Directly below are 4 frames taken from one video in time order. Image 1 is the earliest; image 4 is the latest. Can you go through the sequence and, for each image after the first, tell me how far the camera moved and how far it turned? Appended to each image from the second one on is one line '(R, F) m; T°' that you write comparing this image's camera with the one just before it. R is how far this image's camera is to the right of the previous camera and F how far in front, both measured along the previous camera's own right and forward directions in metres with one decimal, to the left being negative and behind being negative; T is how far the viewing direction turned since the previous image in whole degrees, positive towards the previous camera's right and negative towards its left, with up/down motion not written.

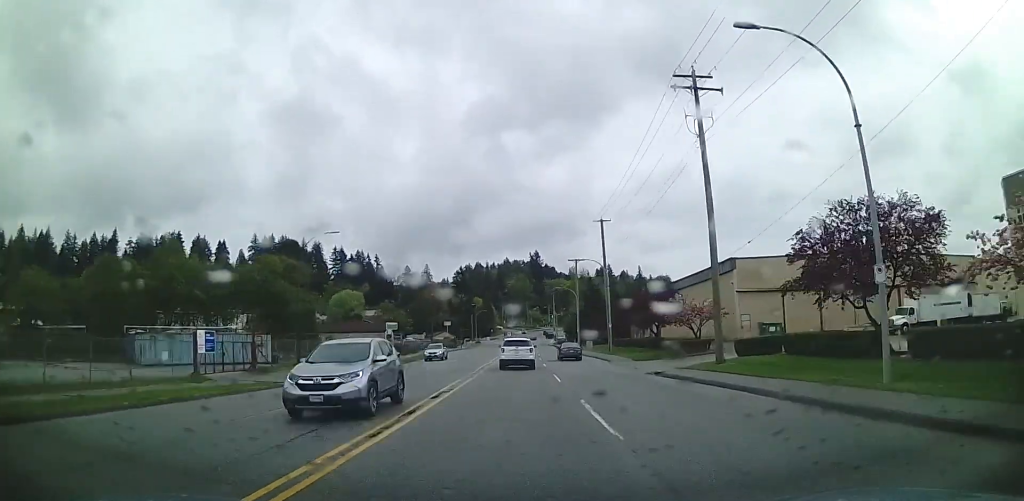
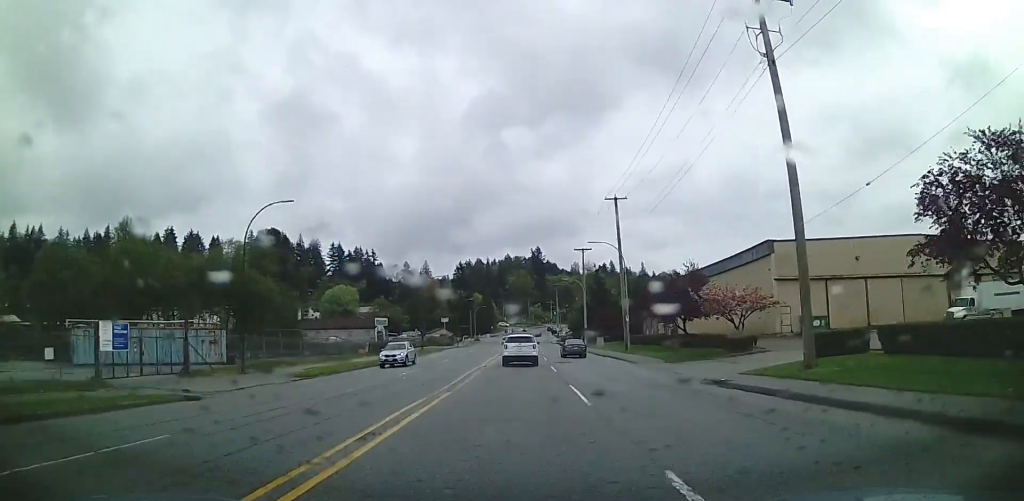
(0.0, +8.8) m; 0°
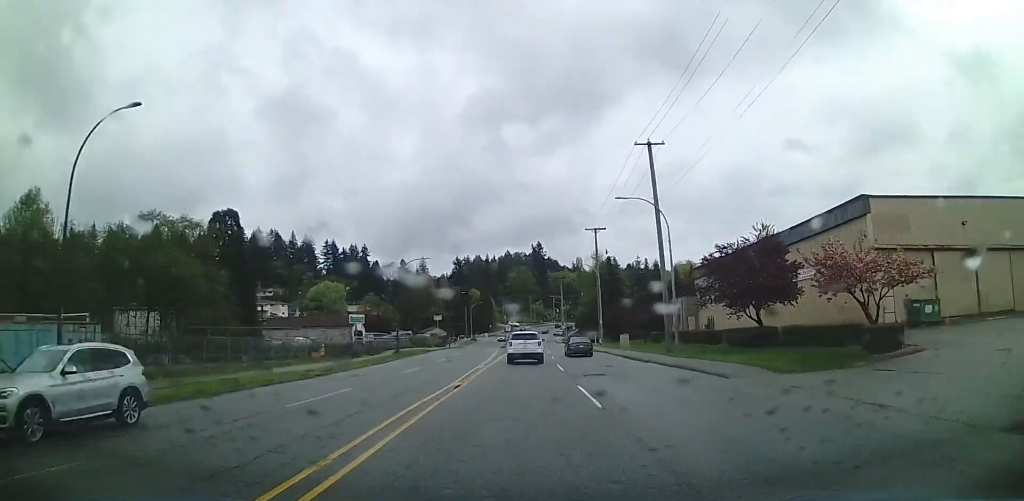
(0.0, +15.0) m; -1°
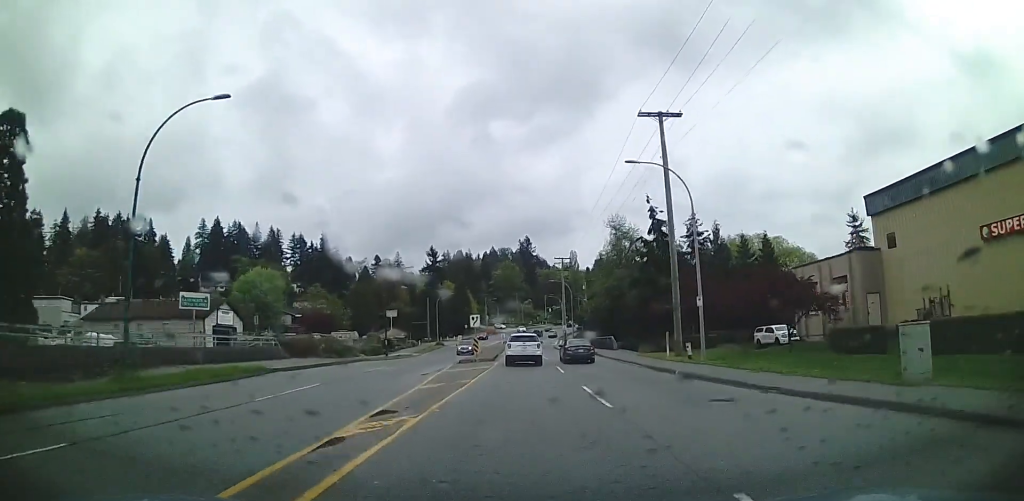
(-0.1, +40.4) m; +1°
